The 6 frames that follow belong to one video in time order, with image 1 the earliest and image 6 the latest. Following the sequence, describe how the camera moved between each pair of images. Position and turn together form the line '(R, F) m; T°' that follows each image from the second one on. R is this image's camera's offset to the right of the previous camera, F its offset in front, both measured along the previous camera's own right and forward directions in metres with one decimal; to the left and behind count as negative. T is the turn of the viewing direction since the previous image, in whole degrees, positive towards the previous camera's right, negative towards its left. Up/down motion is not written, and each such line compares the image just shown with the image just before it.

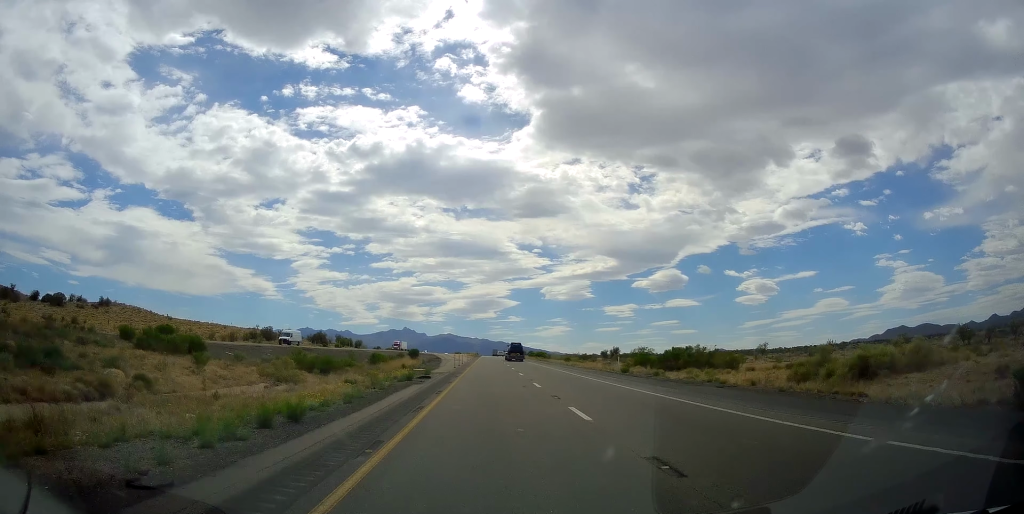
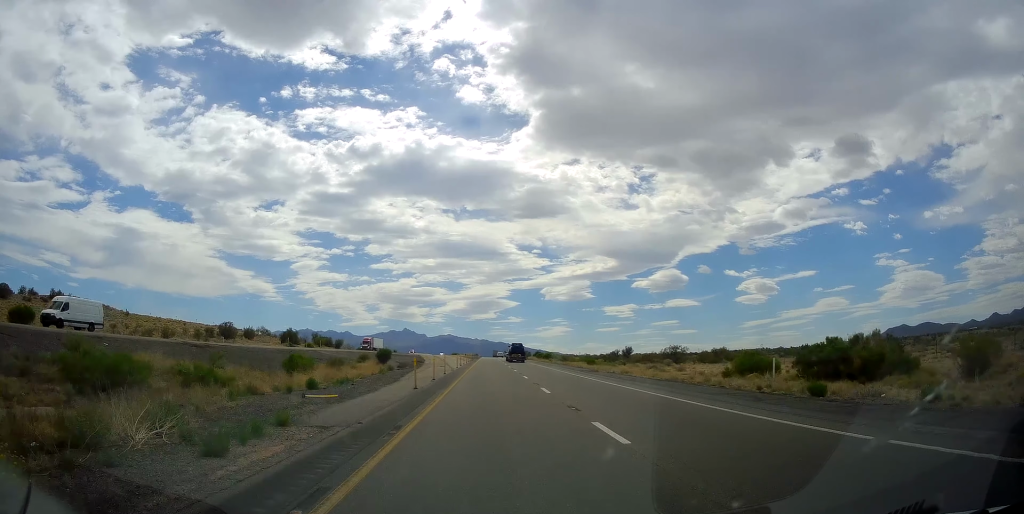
(+0.1, +27.9) m; 0°
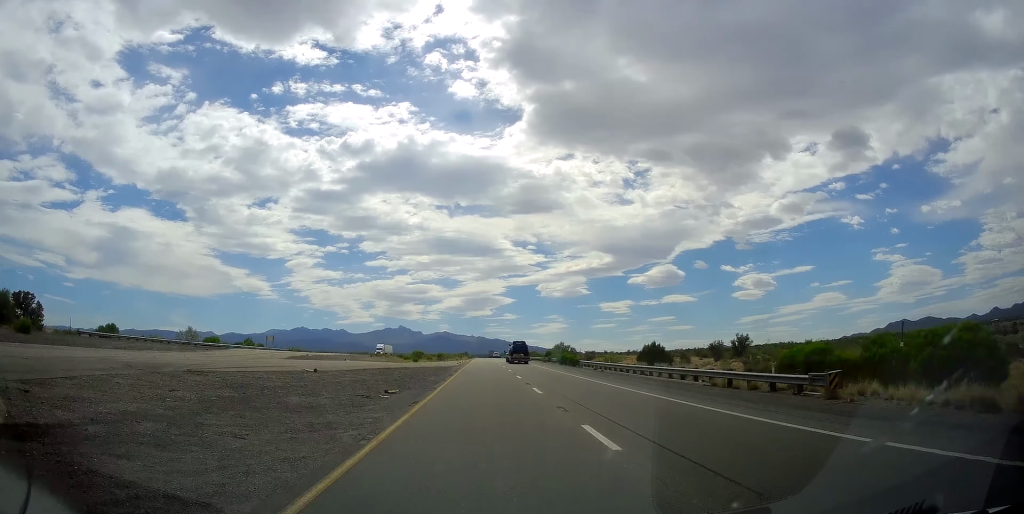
(-0.4, +134.7) m; 0°
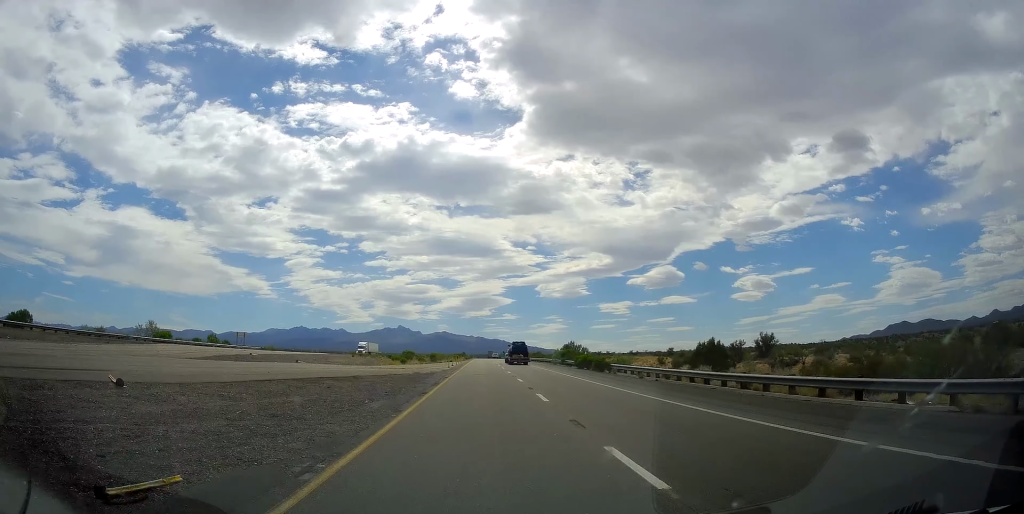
(0.0, +14.9) m; 0°
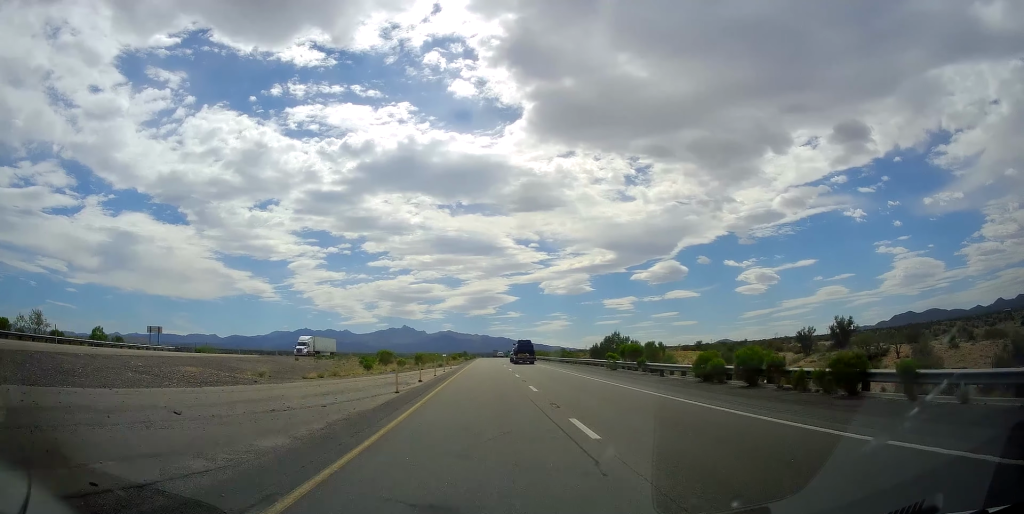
(0.0, +32.2) m; 0°
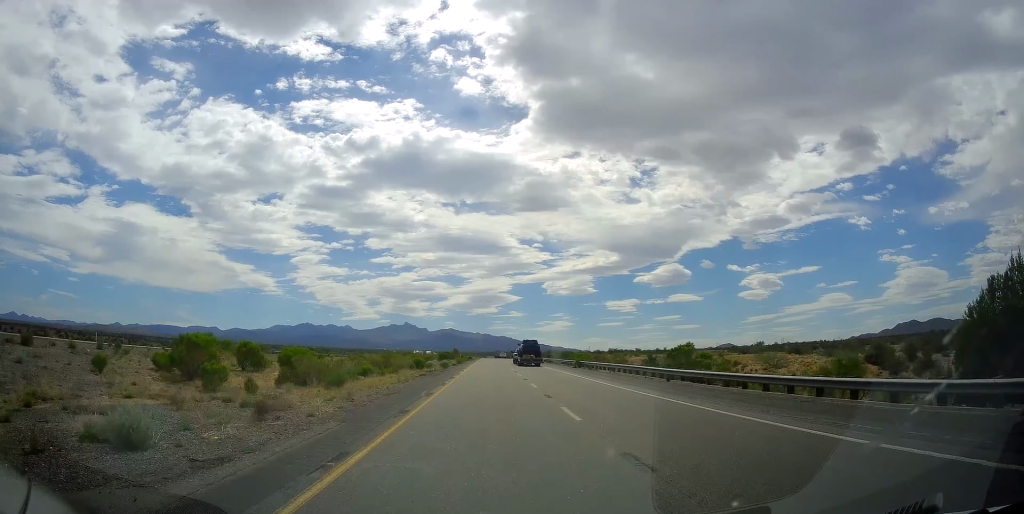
(+0.1, +57.8) m; 0°
